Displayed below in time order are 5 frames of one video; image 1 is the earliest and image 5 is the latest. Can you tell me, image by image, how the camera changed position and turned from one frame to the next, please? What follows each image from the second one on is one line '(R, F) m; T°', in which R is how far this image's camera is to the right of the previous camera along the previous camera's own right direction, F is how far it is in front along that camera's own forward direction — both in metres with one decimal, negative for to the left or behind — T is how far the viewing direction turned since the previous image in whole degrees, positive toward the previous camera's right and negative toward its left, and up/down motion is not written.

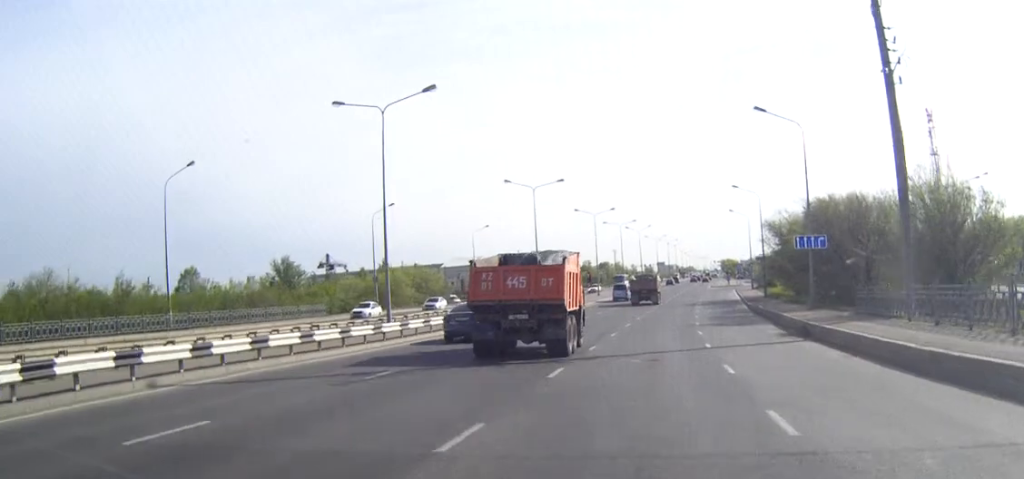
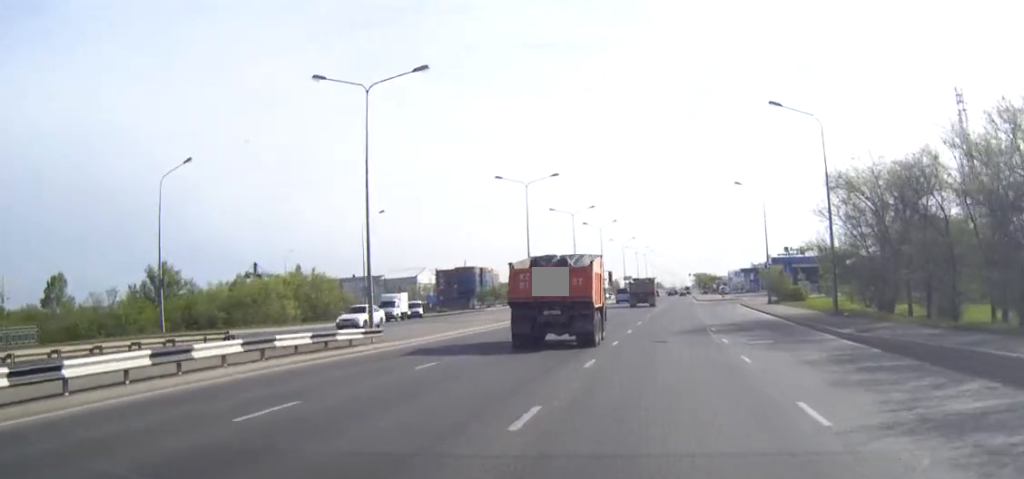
(+1.0, +40.6) m; +3°
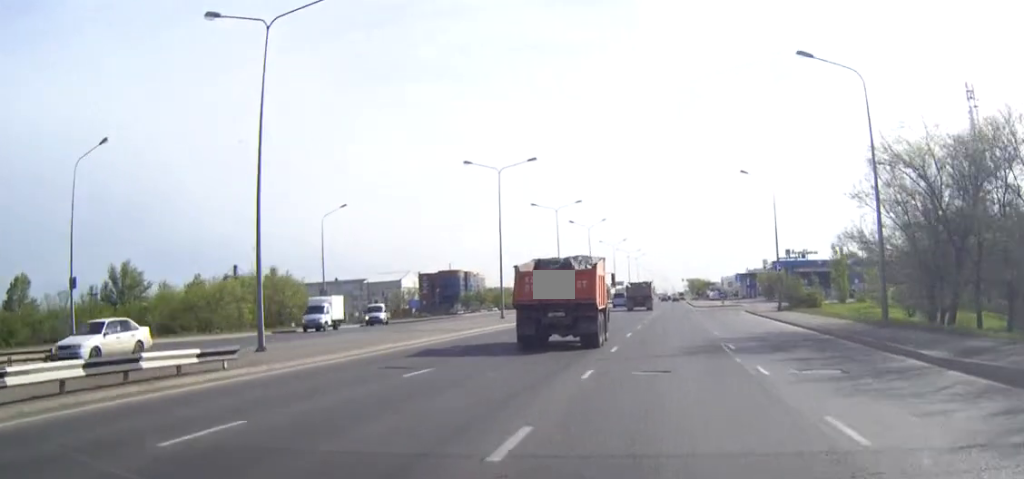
(+0.1, +10.1) m; 0°
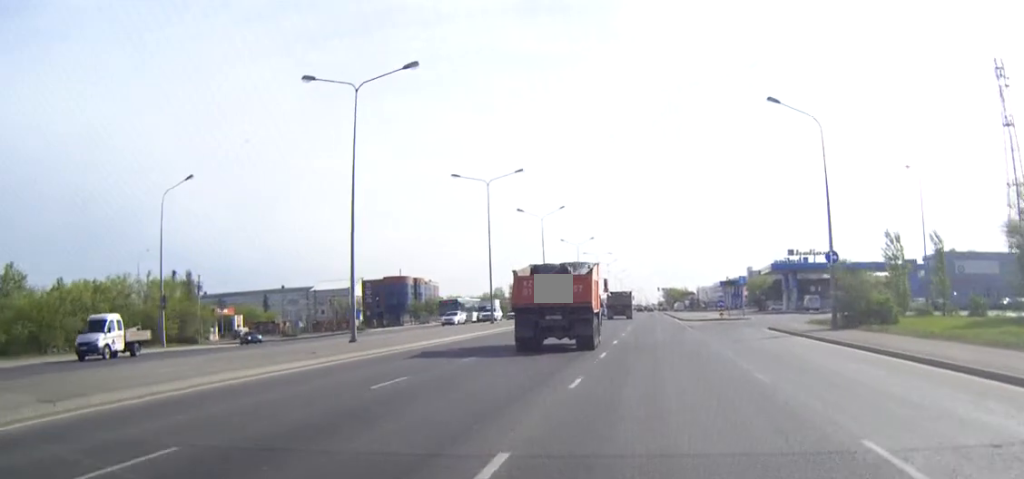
(+0.3, +26.7) m; +2°
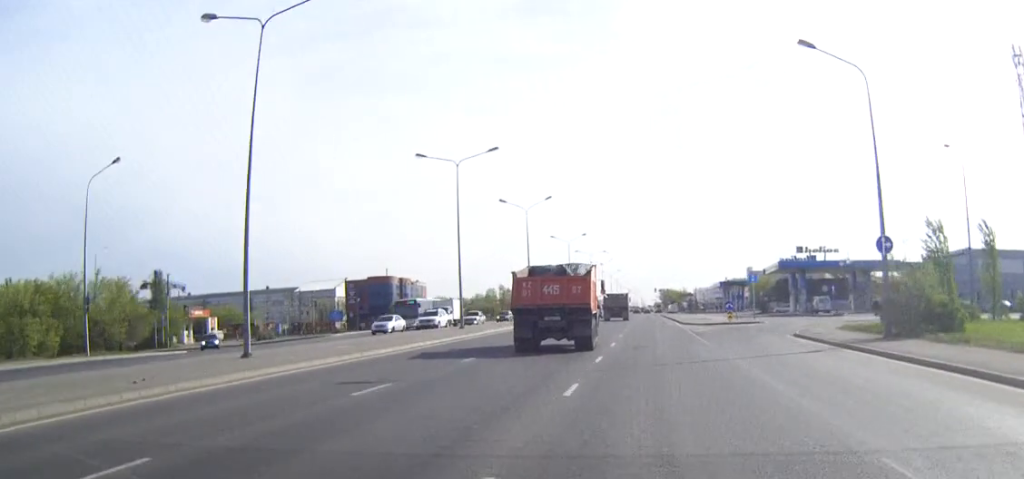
(+0.1, +9.3) m; 0°
